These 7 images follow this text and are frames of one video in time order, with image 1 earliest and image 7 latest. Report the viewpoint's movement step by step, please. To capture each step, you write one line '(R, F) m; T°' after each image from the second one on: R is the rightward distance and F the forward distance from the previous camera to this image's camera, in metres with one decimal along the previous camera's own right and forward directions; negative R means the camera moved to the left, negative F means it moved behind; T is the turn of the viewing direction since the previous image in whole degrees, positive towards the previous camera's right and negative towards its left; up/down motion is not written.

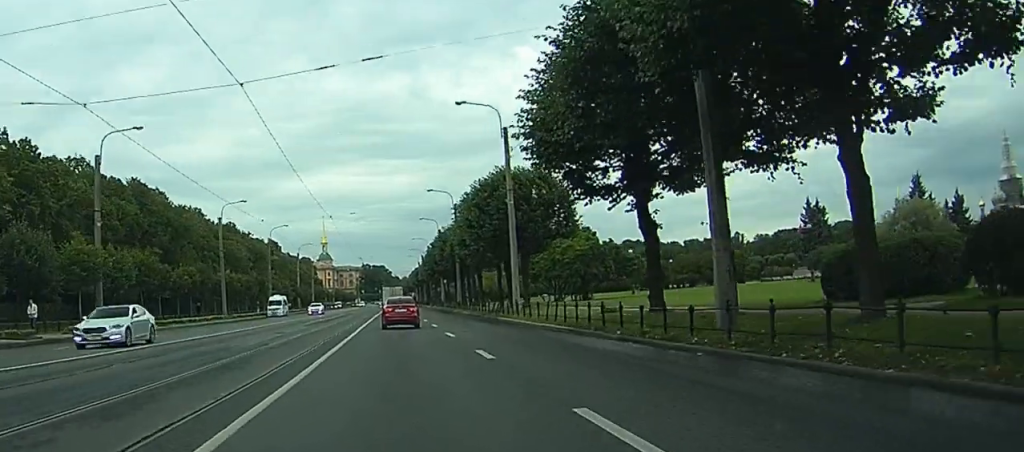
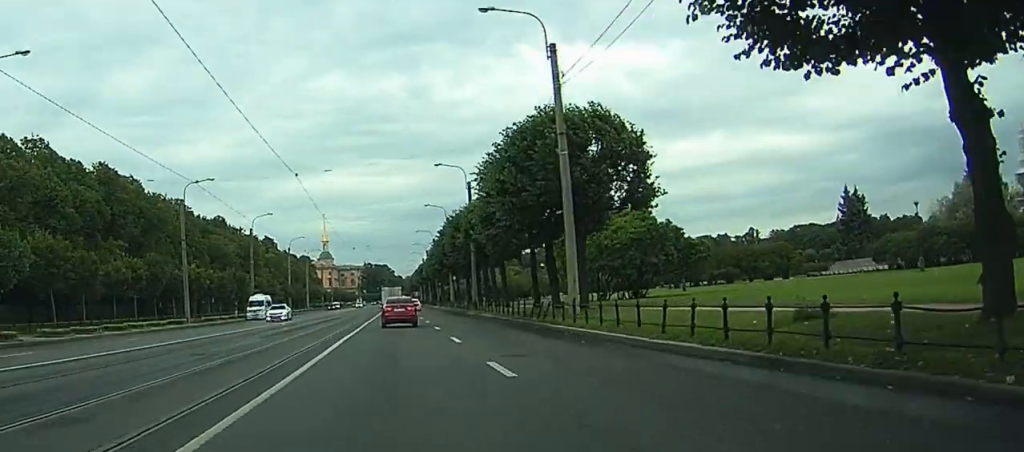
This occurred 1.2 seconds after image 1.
(-0.2, +16.3) m; +2°
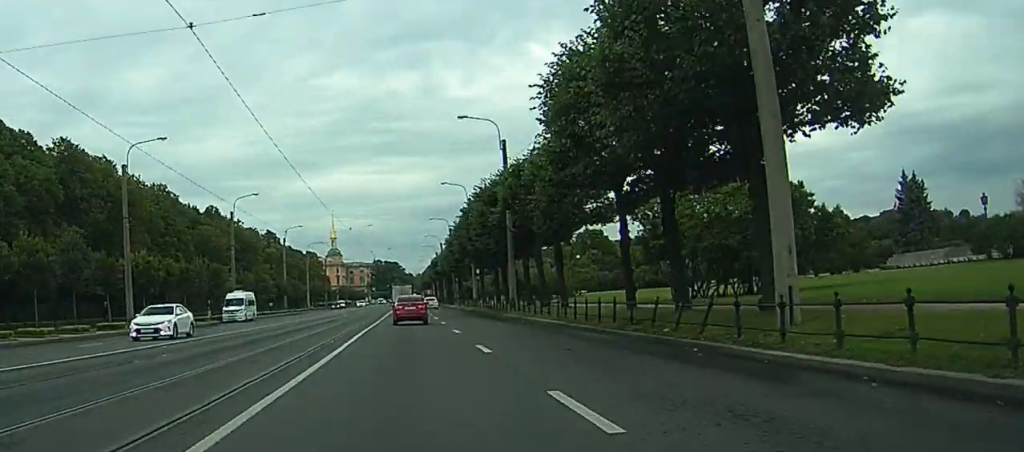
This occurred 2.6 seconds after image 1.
(+0.6, +17.7) m; -1°
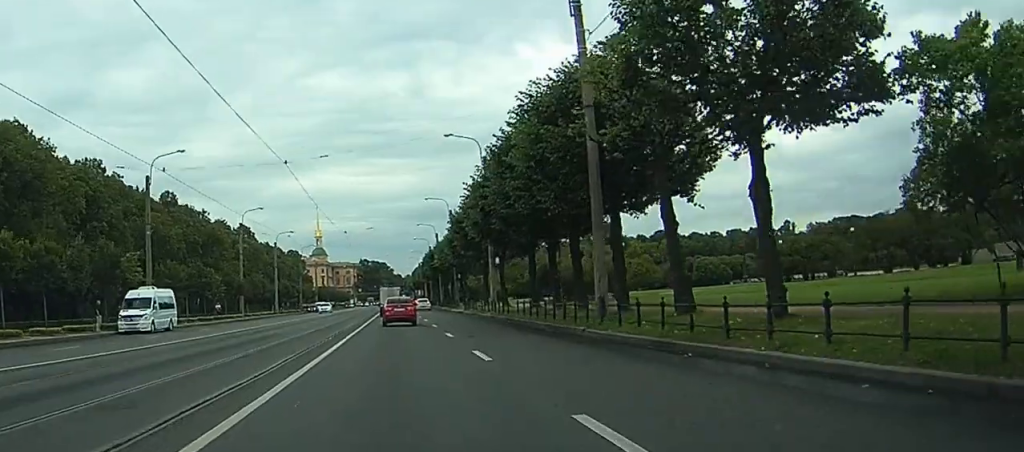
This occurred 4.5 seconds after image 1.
(-0.8, +25.6) m; -1°
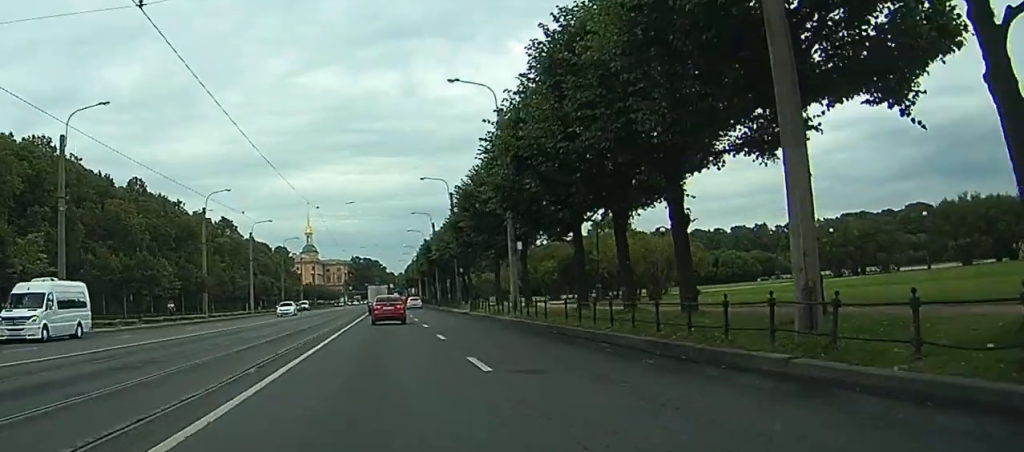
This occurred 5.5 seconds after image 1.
(+0.2, +14.6) m; +1°
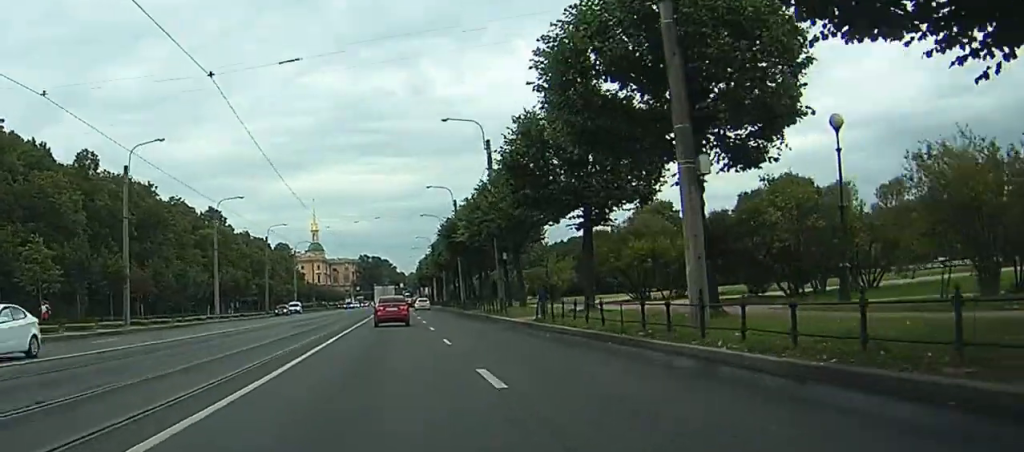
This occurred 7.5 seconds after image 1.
(+0.1, +26.7) m; 0°
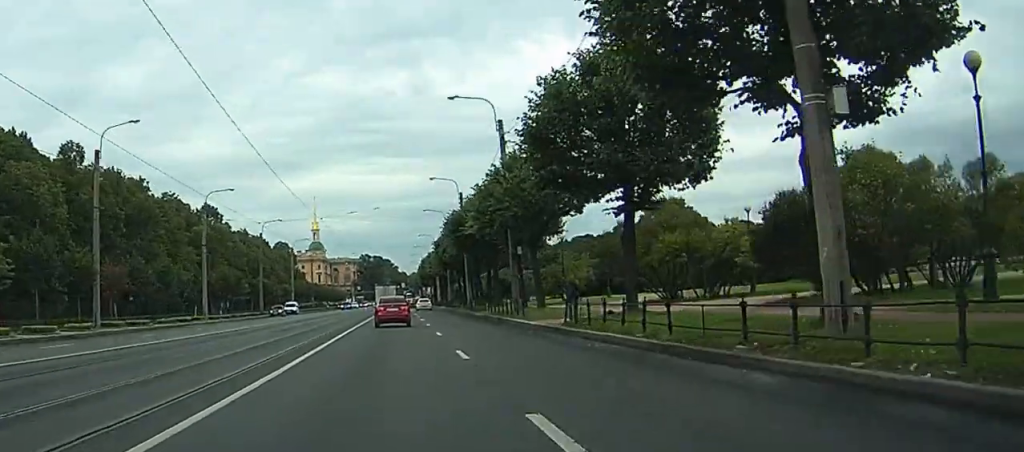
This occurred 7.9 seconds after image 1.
(0.0, +6.0) m; 0°
